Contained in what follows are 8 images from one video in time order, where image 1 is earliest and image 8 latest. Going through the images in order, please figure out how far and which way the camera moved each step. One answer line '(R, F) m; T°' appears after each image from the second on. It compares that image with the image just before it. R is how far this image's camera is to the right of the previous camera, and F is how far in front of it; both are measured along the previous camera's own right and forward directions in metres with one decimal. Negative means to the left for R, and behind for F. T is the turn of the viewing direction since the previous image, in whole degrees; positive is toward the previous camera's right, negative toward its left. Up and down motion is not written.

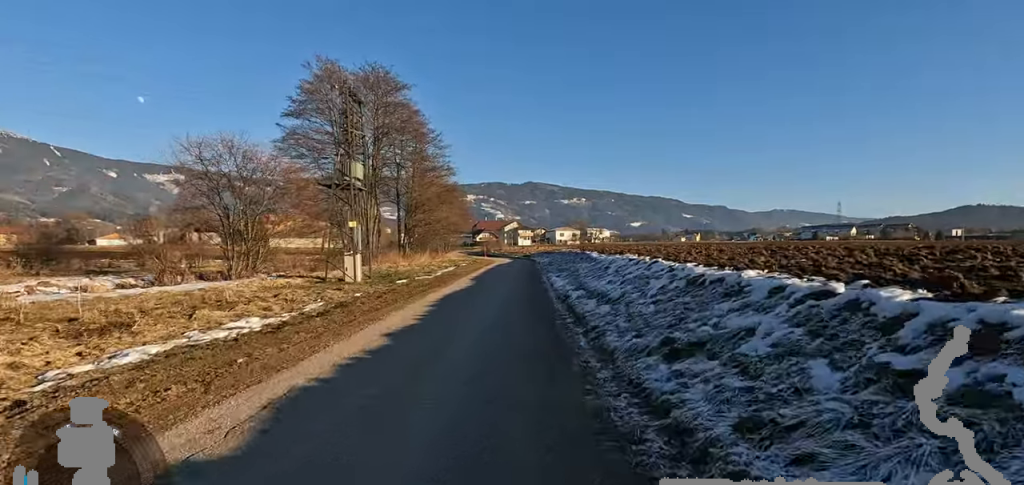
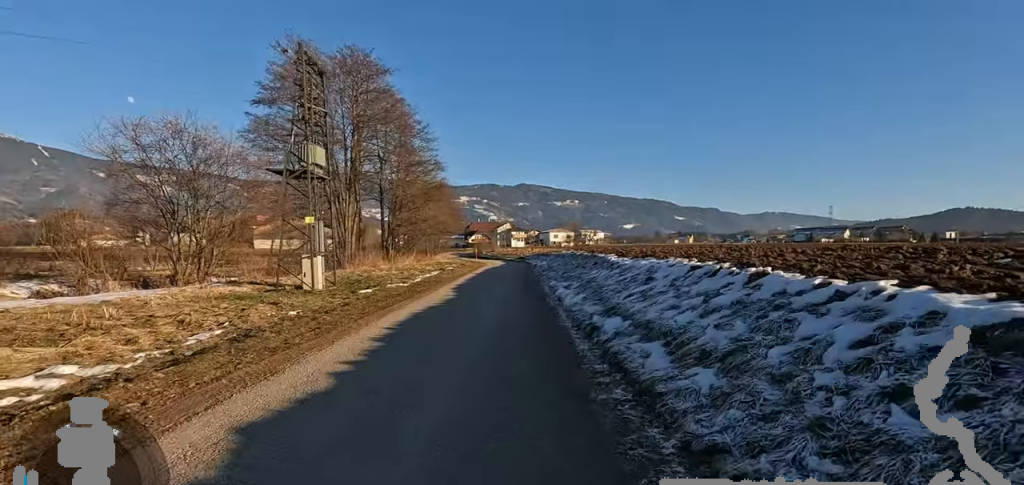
(0.0, +4.1) m; -1°
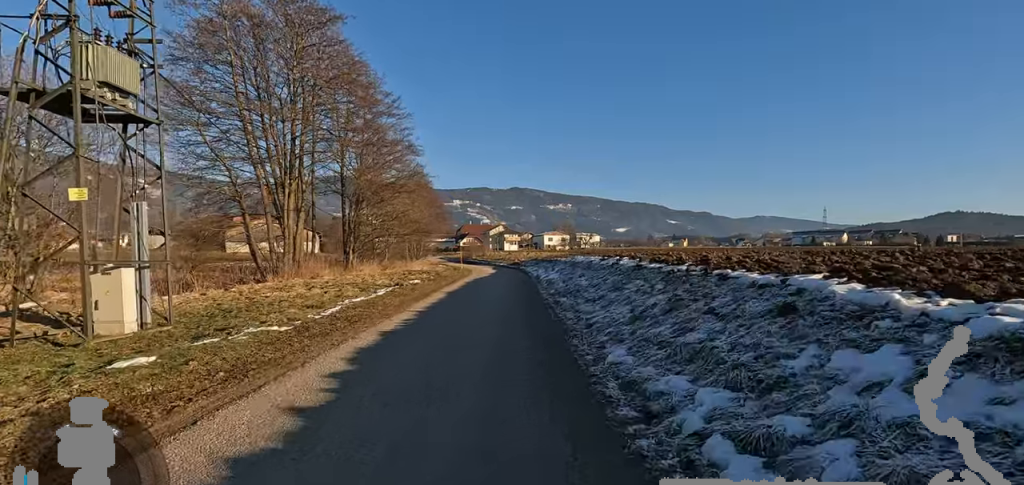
(+0.3, +9.9) m; 0°
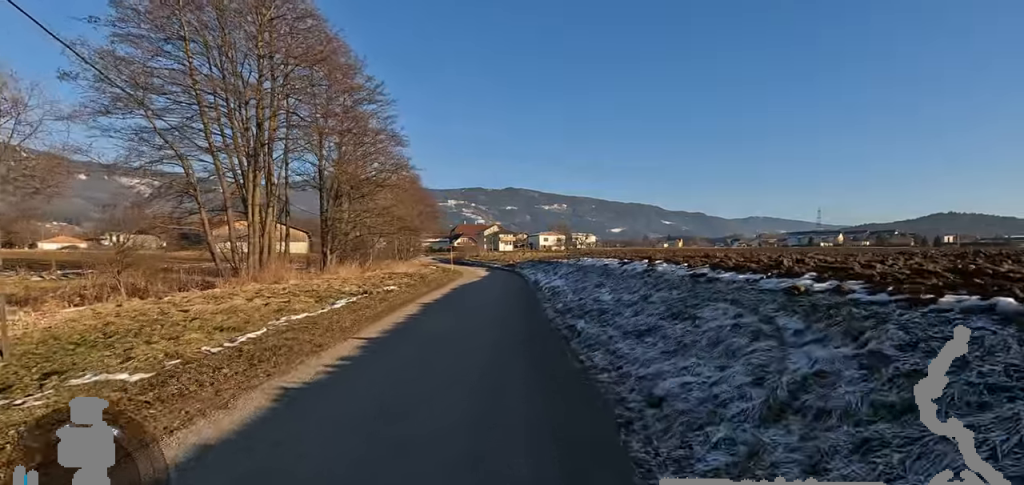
(-1.1, +3.7) m; -1°
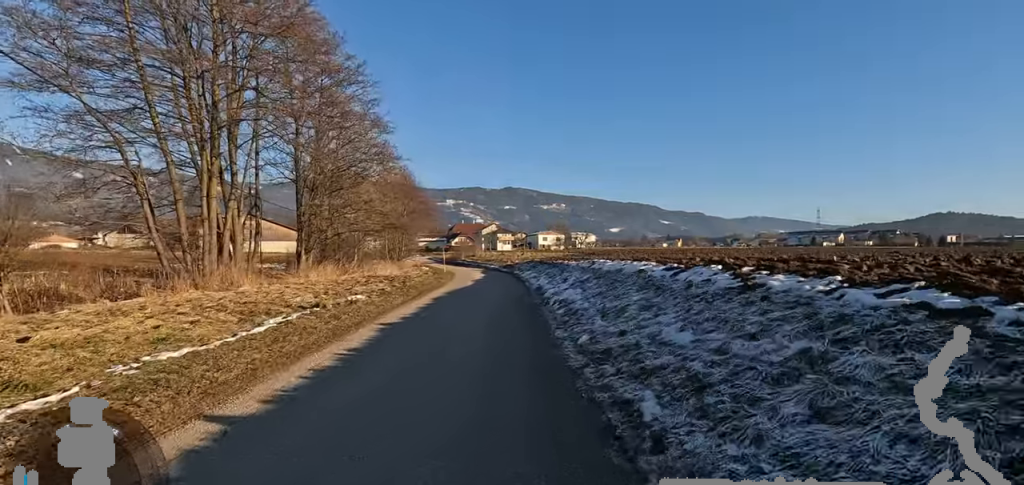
(+0.8, +3.9) m; +2°
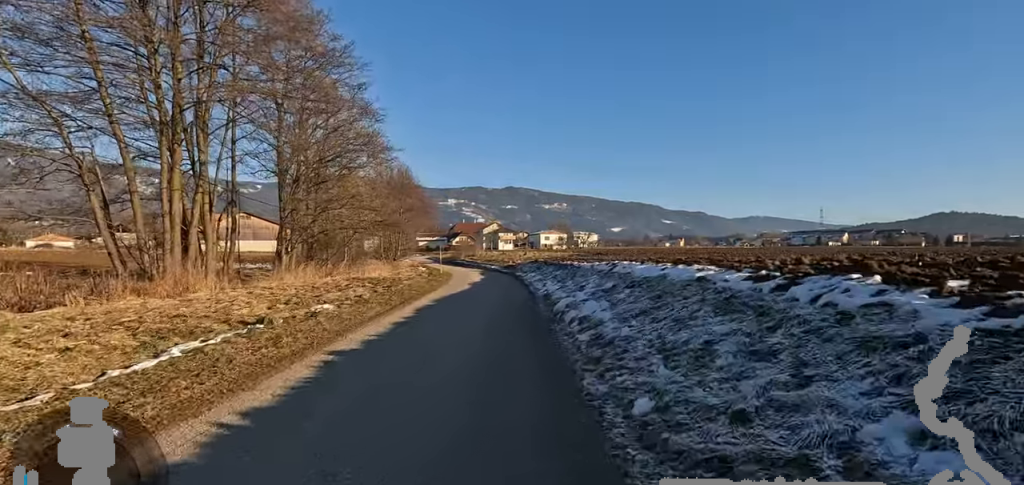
(+0.2, +2.9) m; +1°
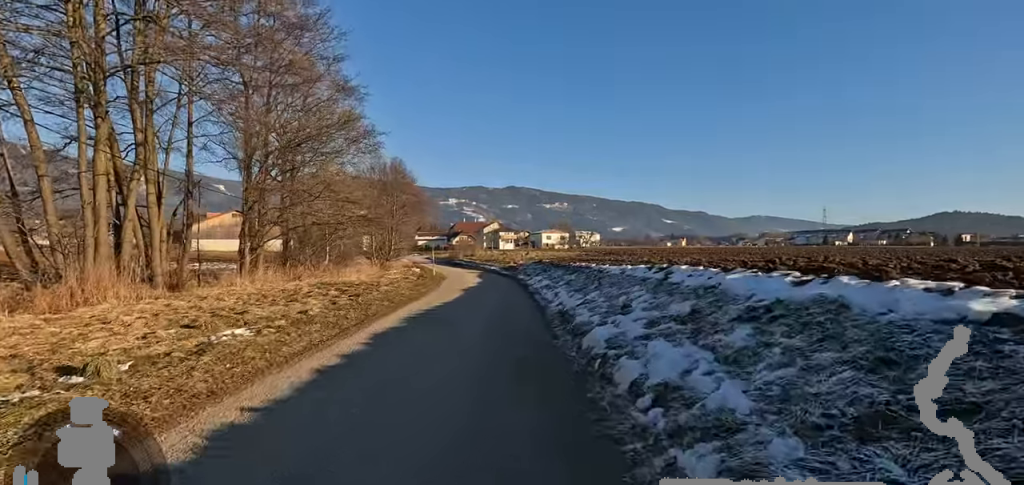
(-0.8, +4.0) m; -2°
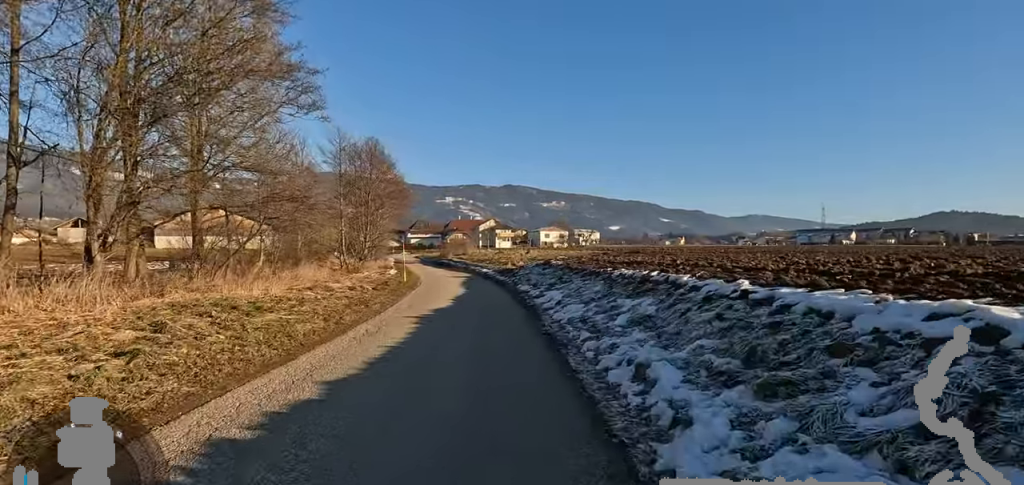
(+0.3, +8.6) m; +2°
